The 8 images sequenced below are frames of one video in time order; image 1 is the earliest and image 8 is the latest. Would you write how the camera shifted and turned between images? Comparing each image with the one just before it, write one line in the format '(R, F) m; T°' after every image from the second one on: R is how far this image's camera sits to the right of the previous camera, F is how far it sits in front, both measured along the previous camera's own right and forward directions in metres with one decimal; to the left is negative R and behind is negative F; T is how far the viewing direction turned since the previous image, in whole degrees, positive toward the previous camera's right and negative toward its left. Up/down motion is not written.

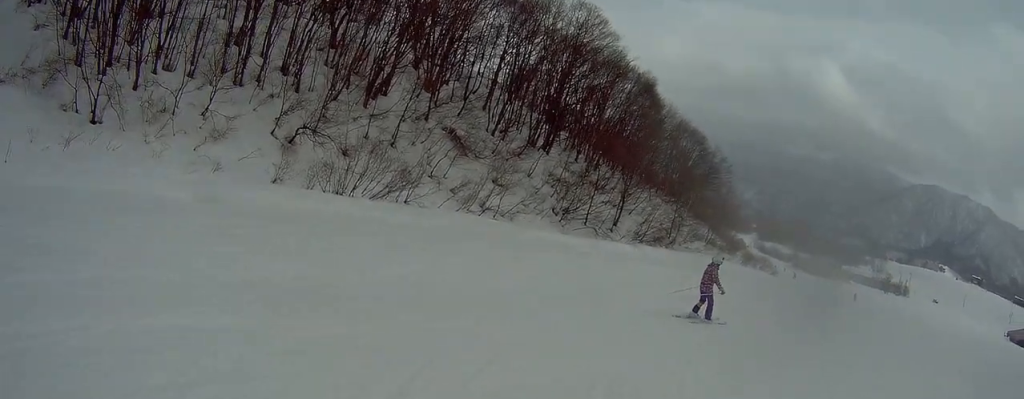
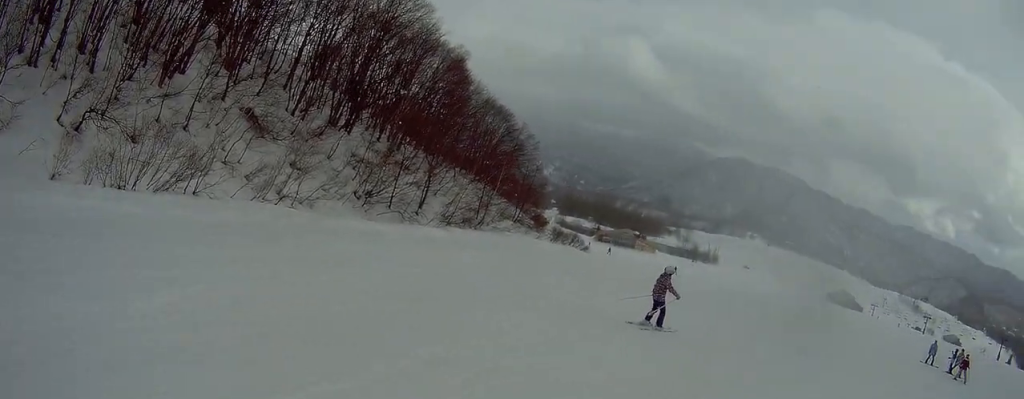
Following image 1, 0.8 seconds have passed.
(0.0, +2.9) m; +17°
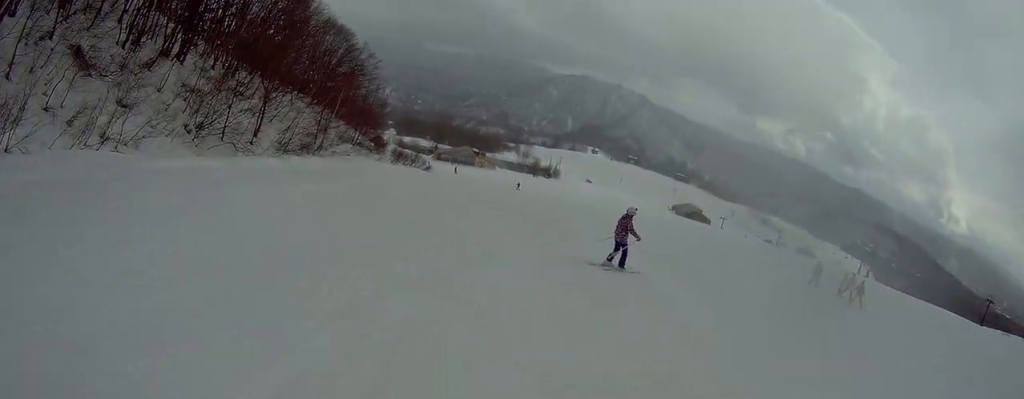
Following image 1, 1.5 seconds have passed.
(+0.5, +2.3) m; +19°
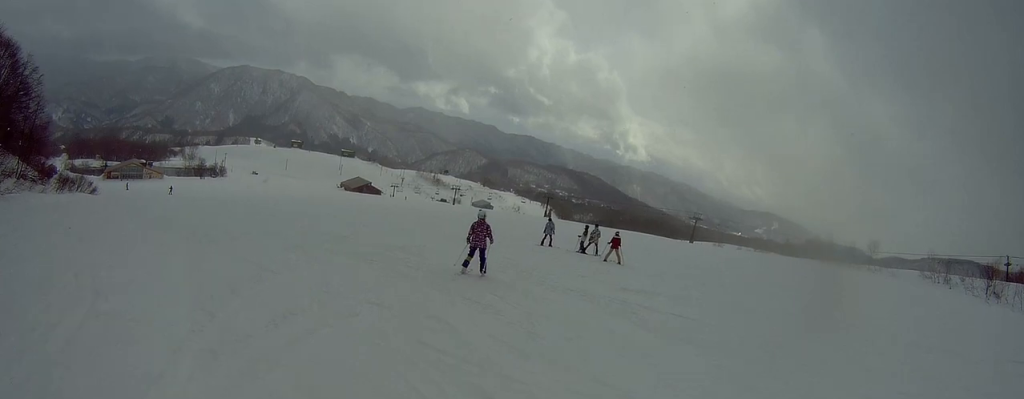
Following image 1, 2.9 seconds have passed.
(+1.3, +5.0) m; +48°
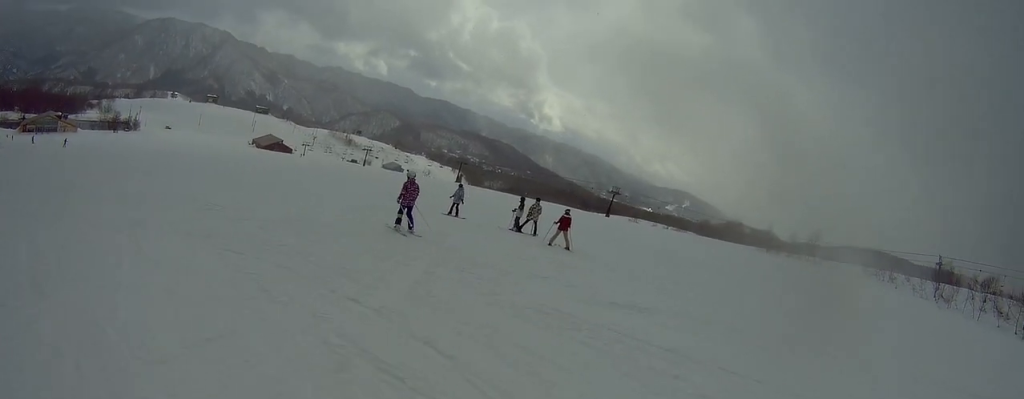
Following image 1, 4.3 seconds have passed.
(+2.5, +3.6) m; +27°
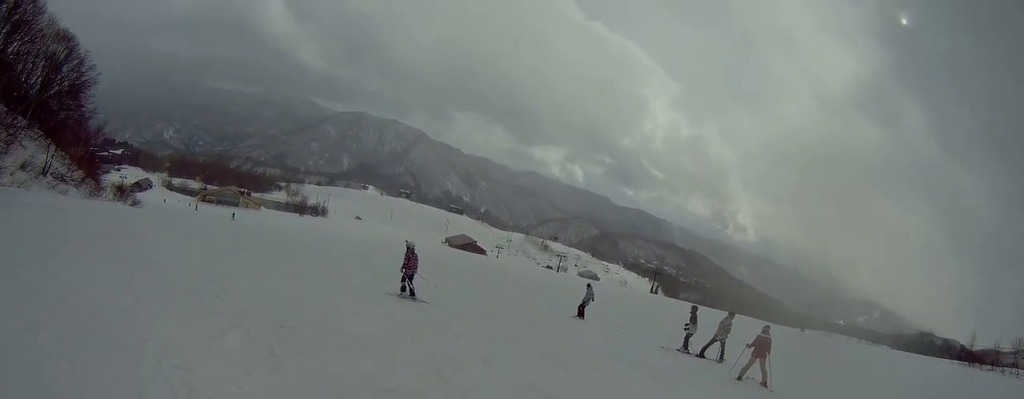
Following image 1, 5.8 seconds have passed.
(-2.0, +5.9) m; -30°
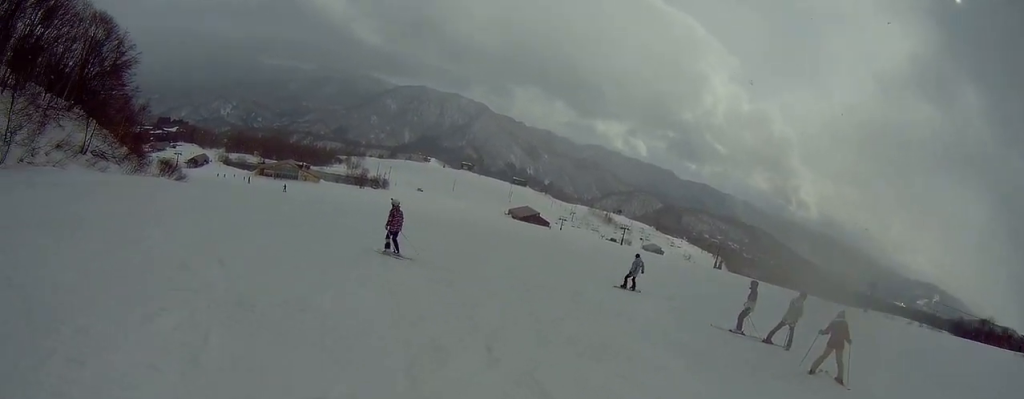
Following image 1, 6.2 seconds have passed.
(-0.1, +2.1) m; -5°
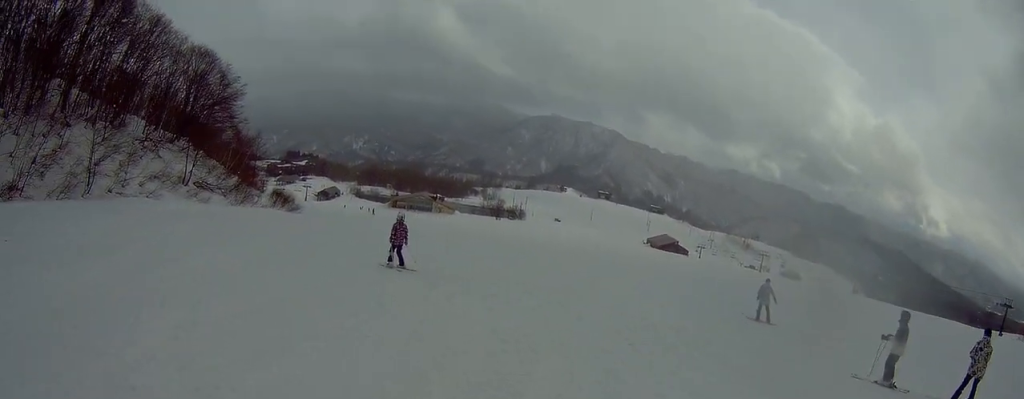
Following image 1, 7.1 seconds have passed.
(-0.6, +3.5) m; 0°
